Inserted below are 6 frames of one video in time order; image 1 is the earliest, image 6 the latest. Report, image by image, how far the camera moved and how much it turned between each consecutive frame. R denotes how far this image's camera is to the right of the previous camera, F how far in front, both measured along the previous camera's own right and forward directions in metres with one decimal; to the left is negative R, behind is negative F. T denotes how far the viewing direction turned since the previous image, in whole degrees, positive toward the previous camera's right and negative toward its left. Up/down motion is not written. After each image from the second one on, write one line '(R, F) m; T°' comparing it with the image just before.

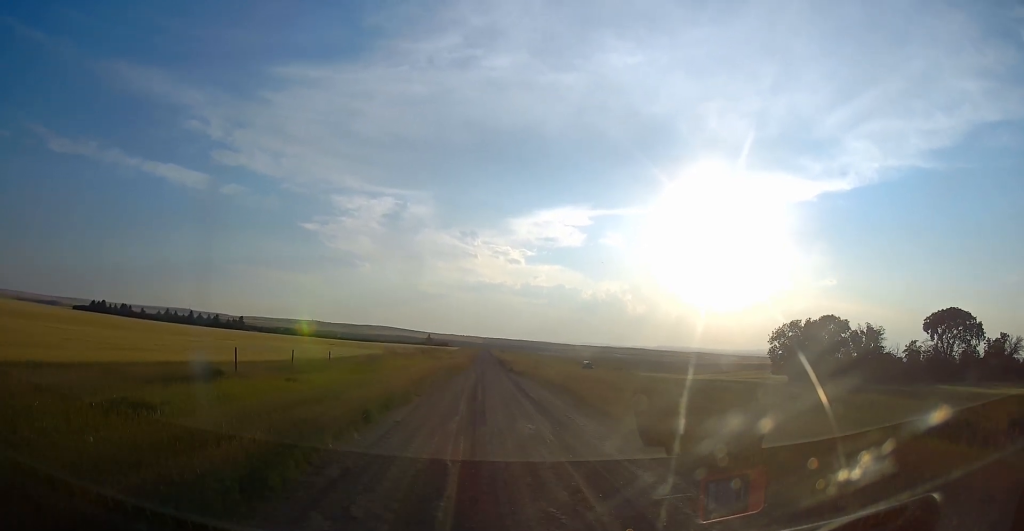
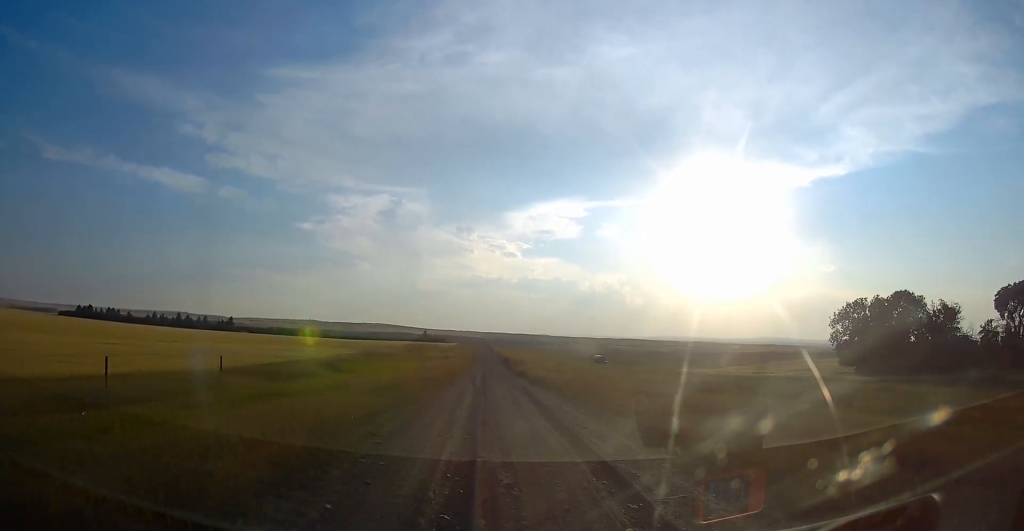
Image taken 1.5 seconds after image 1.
(0.0, +17.2) m; 0°
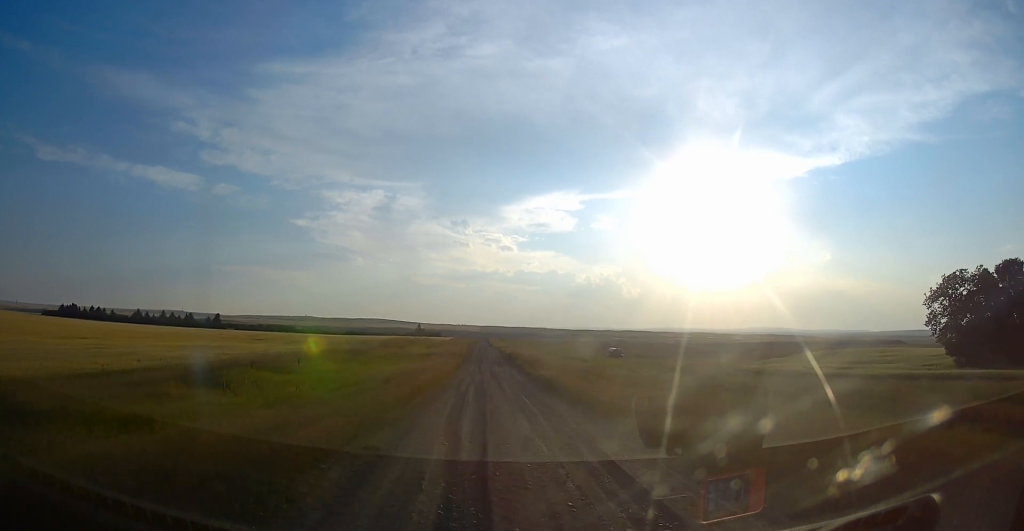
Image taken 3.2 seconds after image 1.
(0.0, +18.4) m; 0°
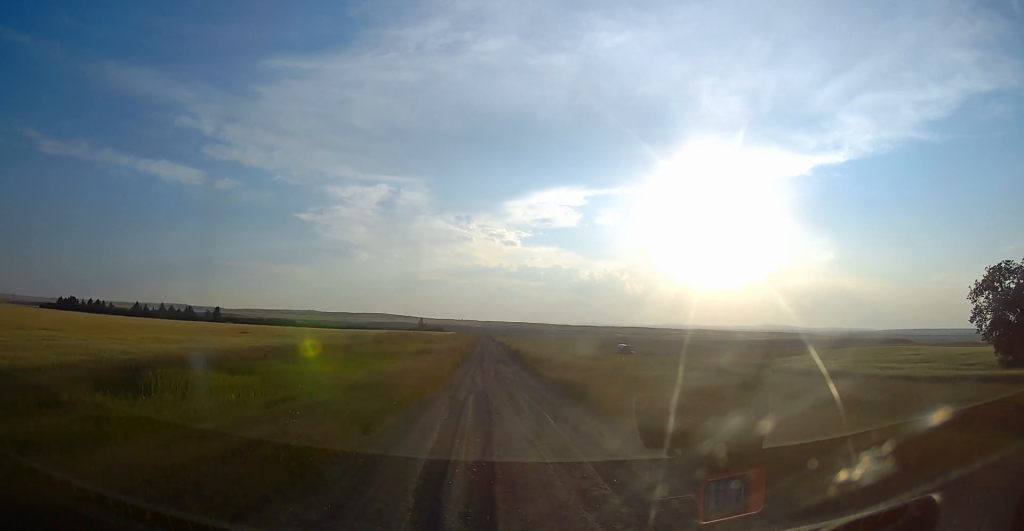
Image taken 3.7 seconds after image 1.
(0.0, +5.8) m; 0°
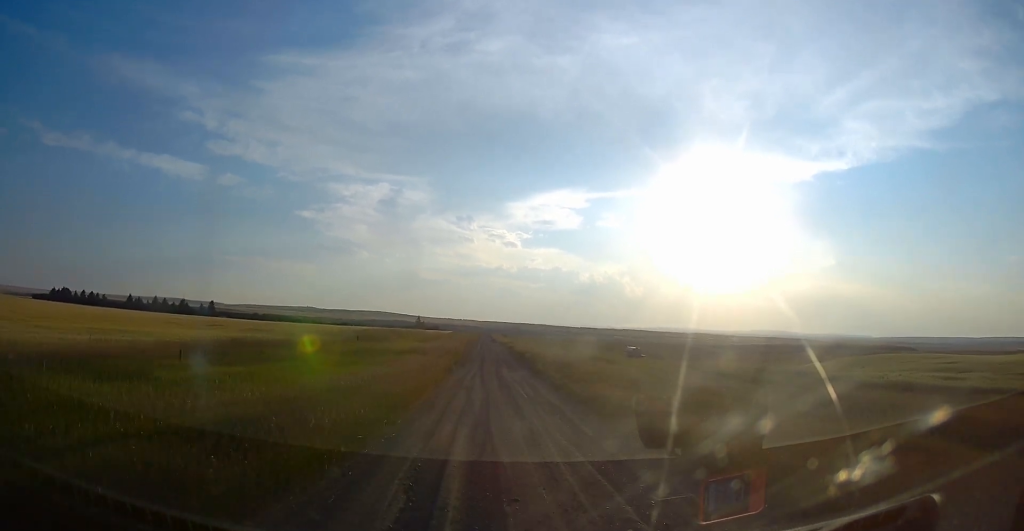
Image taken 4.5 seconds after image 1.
(0.0, +8.0) m; 0°
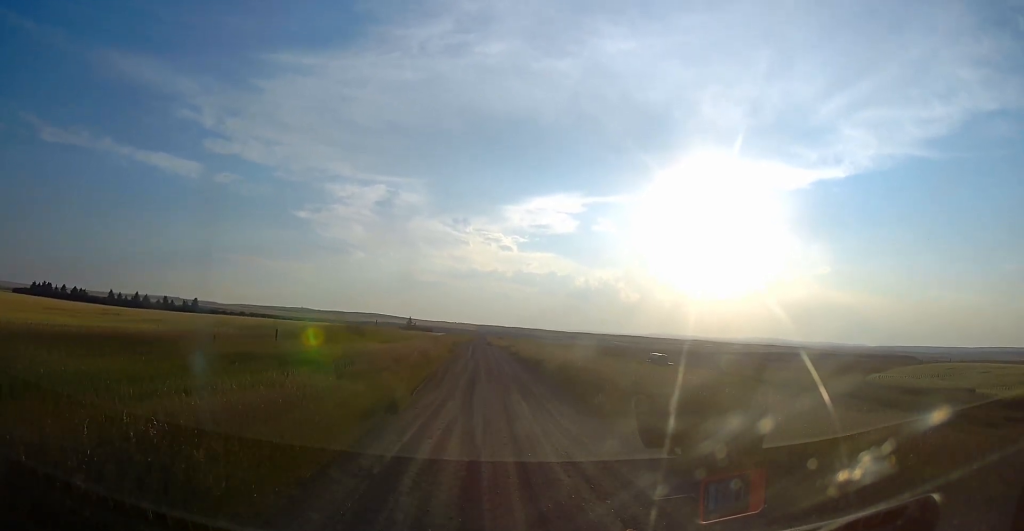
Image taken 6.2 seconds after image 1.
(0.0, +18.4) m; 0°
